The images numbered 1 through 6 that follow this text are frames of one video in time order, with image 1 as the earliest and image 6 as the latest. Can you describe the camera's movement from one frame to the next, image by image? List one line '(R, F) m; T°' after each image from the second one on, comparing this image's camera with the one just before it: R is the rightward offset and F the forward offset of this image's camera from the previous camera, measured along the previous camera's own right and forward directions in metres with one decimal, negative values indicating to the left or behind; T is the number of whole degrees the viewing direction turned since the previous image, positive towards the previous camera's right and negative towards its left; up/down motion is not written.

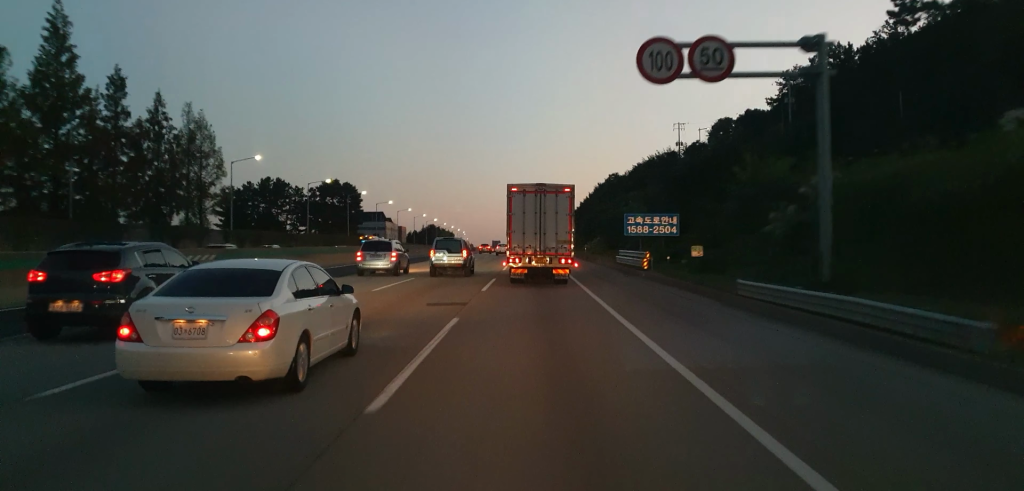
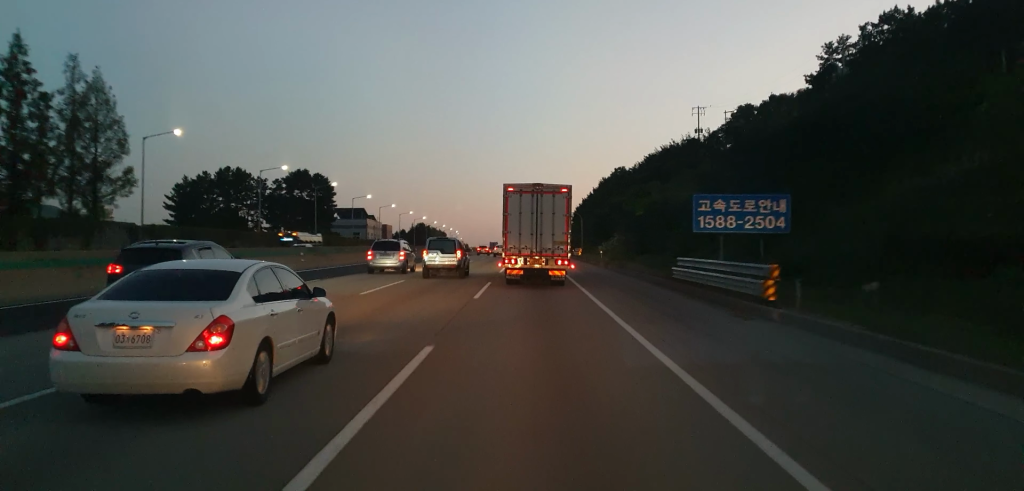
(0.0, +22.5) m; 0°
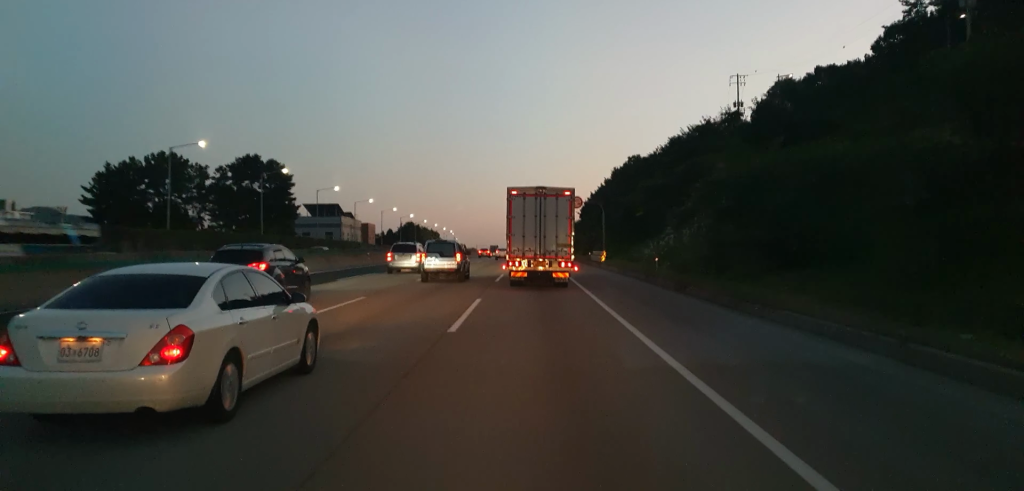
(+0.4, +31.1) m; +1°
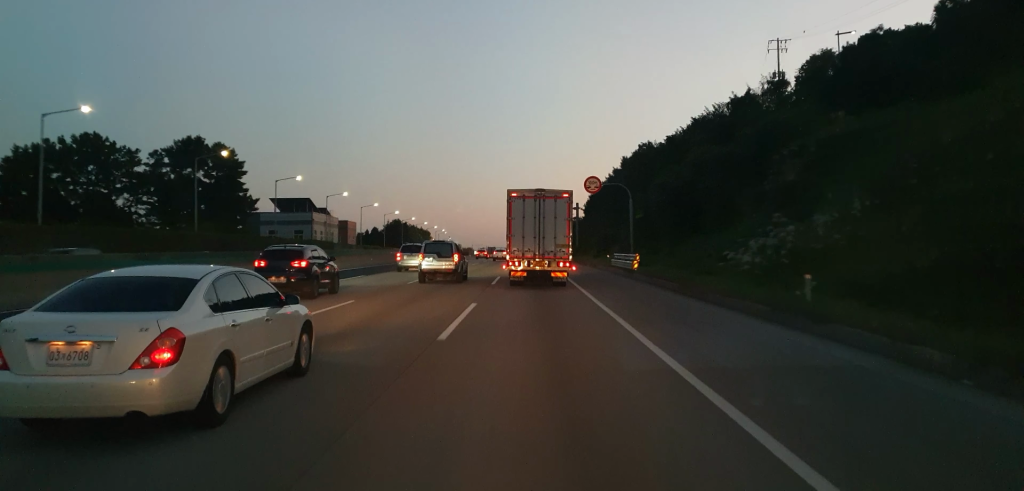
(0.0, +22.8) m; +1°
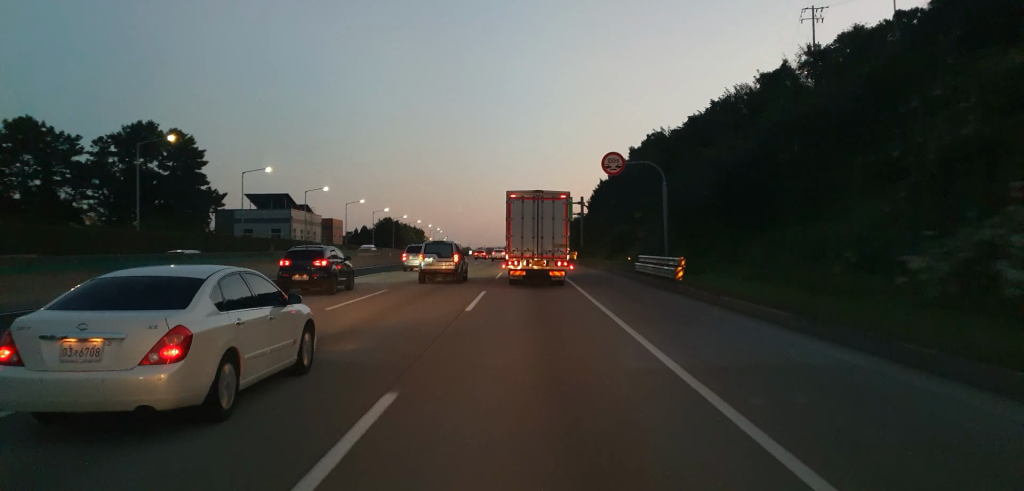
(0.0, +14.1) m; +1°
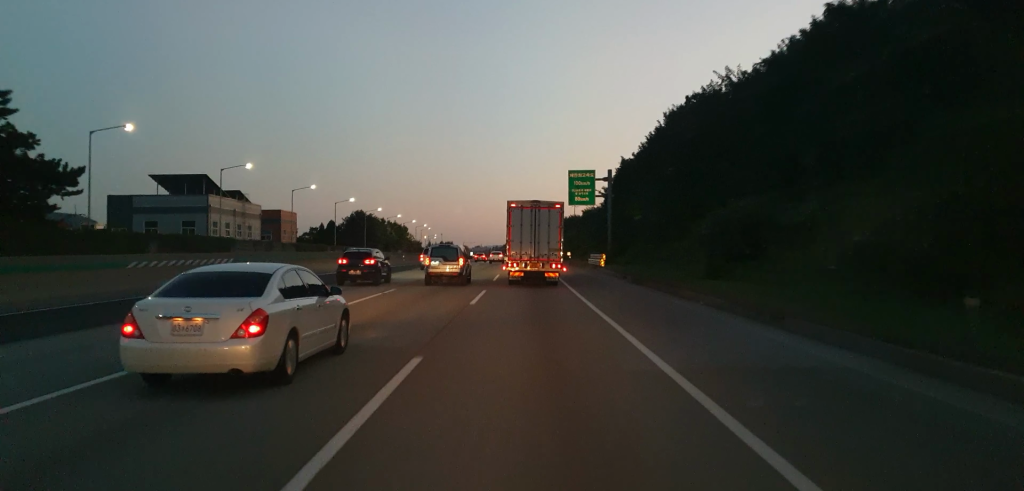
(+0.7, +38.7) m; 0°
